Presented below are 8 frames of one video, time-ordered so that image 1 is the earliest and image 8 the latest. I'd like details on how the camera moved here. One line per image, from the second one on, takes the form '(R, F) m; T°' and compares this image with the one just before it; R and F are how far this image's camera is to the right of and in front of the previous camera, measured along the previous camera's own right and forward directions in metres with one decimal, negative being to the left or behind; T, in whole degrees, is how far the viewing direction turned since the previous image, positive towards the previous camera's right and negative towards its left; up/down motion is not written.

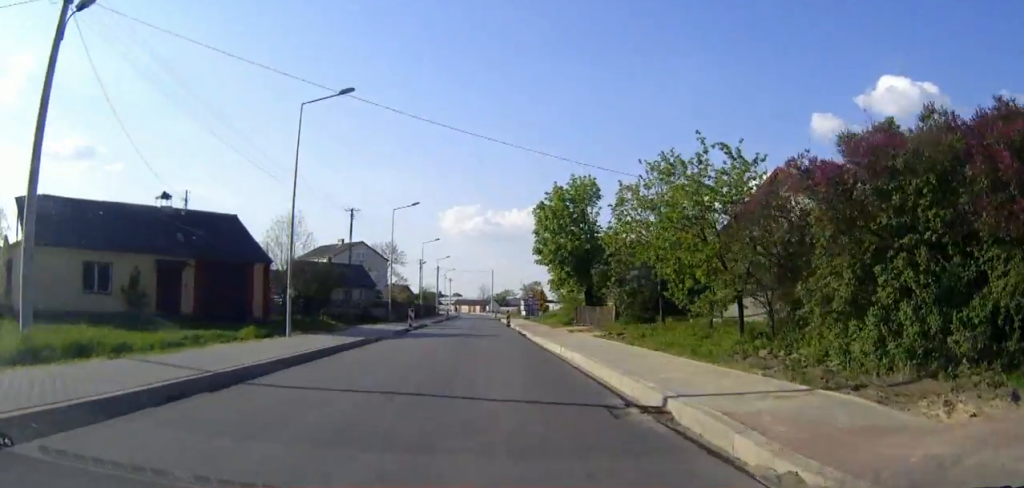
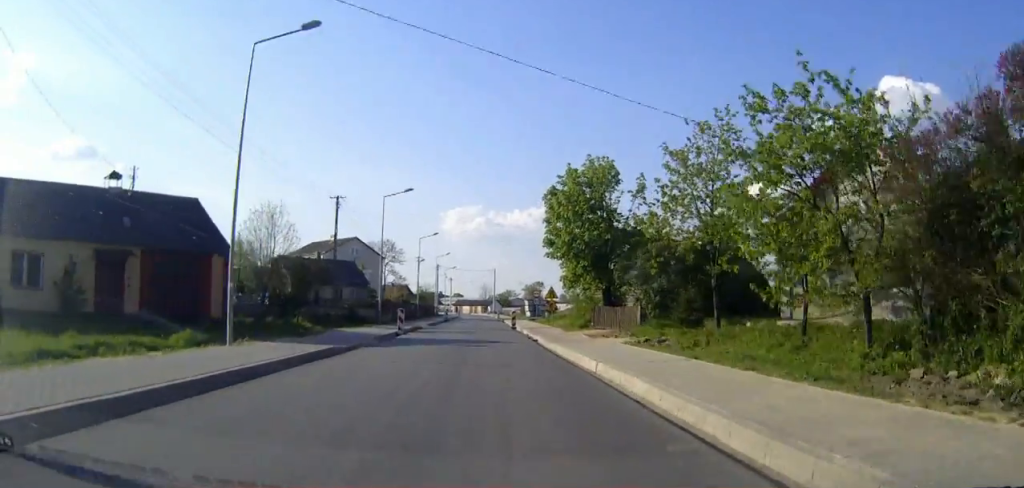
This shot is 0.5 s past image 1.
(0.0, +6.6) m; 0°
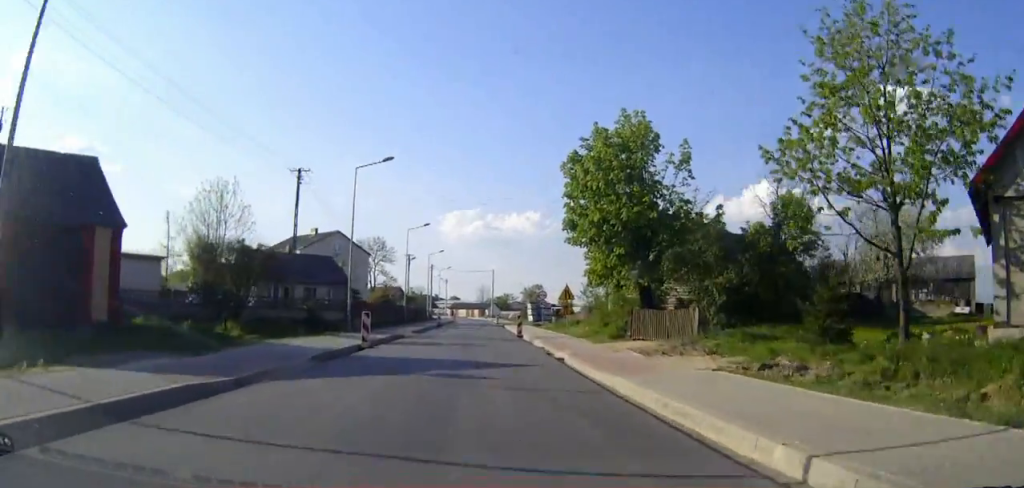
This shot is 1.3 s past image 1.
(0.0, +10.8) m; 0°
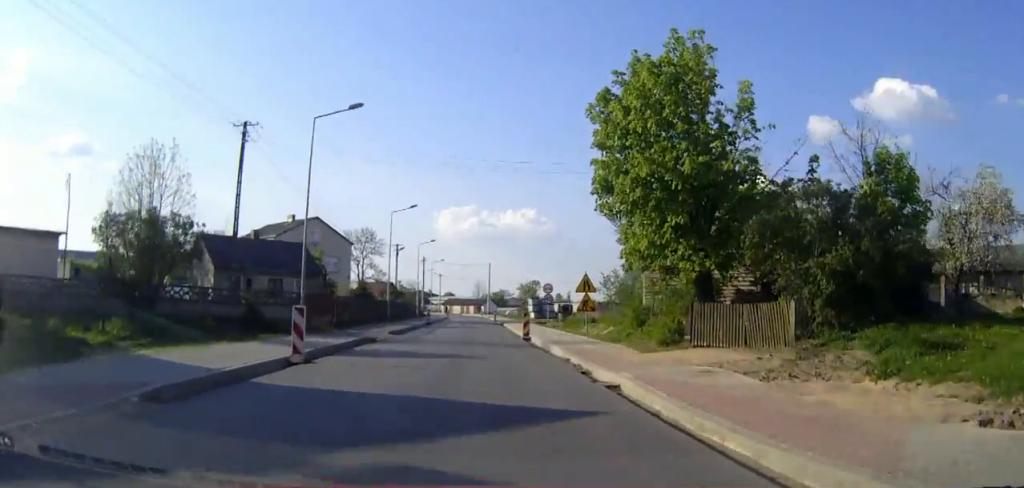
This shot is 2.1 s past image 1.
(0.0, +9.3) m; 0°
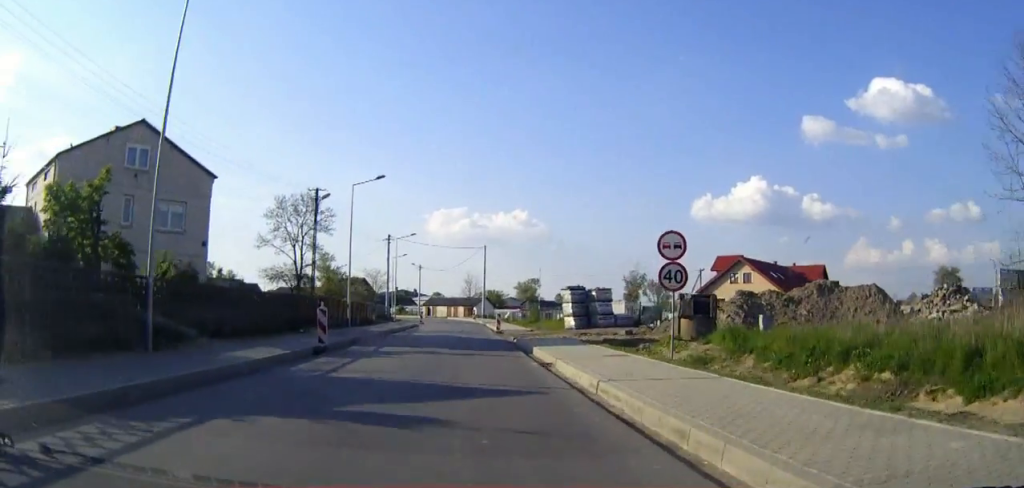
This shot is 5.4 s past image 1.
(+0.5, +40.6) m; +1°
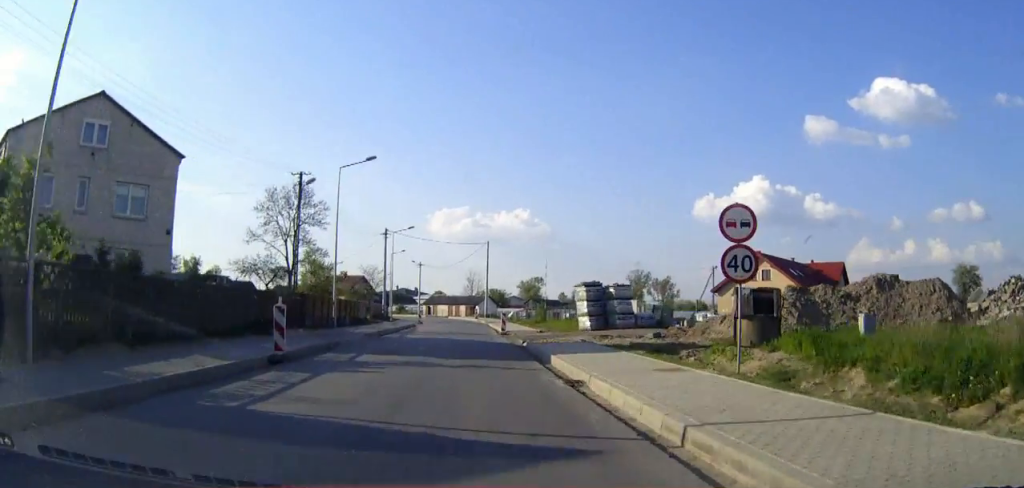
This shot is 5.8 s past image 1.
(0.0, +5.1) m; 0°
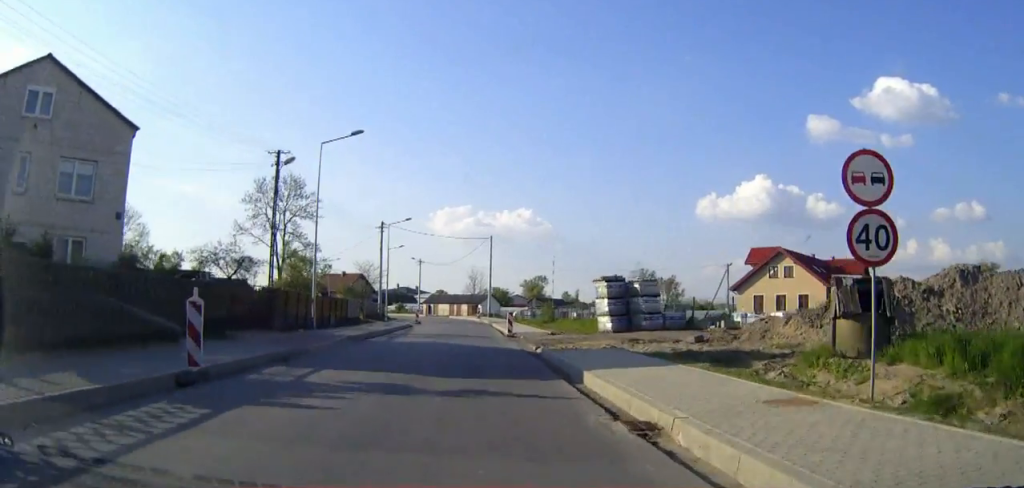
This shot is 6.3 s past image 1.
(0.0, +5.5) m; 0°
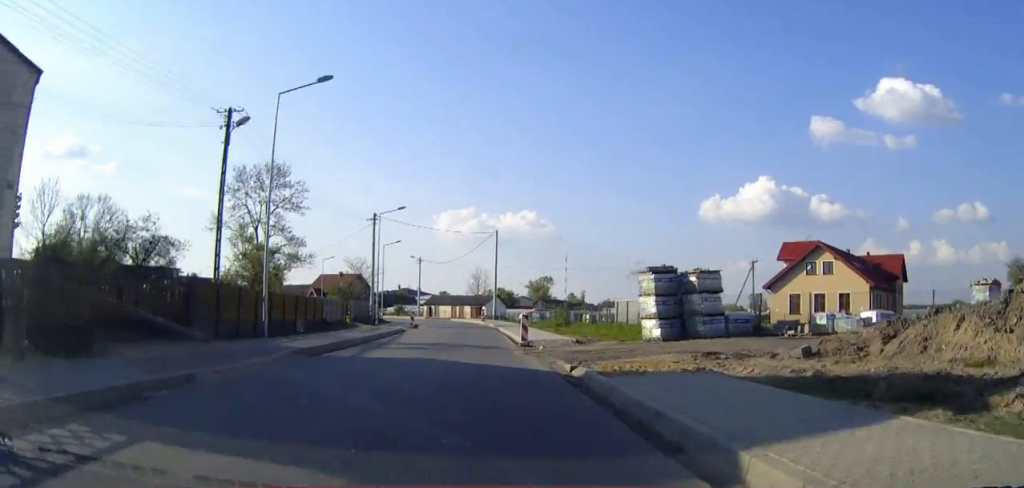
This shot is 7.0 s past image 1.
(0.0, +8.2) m; 0°
